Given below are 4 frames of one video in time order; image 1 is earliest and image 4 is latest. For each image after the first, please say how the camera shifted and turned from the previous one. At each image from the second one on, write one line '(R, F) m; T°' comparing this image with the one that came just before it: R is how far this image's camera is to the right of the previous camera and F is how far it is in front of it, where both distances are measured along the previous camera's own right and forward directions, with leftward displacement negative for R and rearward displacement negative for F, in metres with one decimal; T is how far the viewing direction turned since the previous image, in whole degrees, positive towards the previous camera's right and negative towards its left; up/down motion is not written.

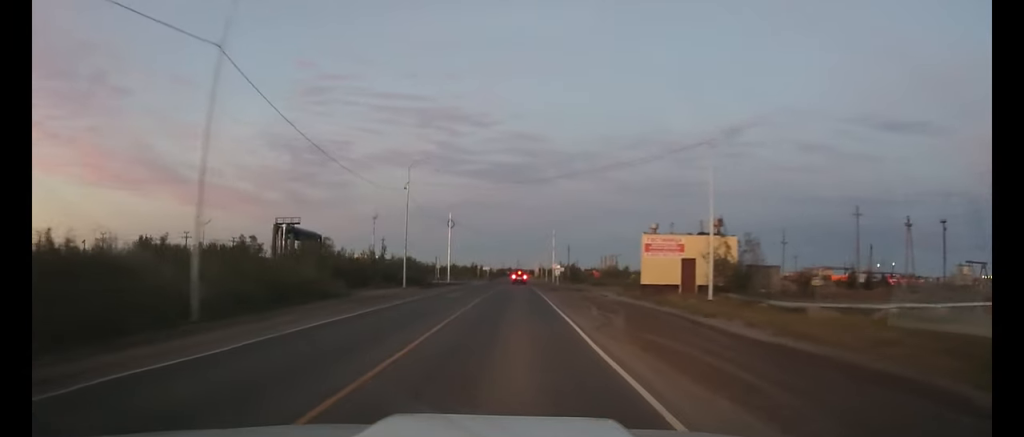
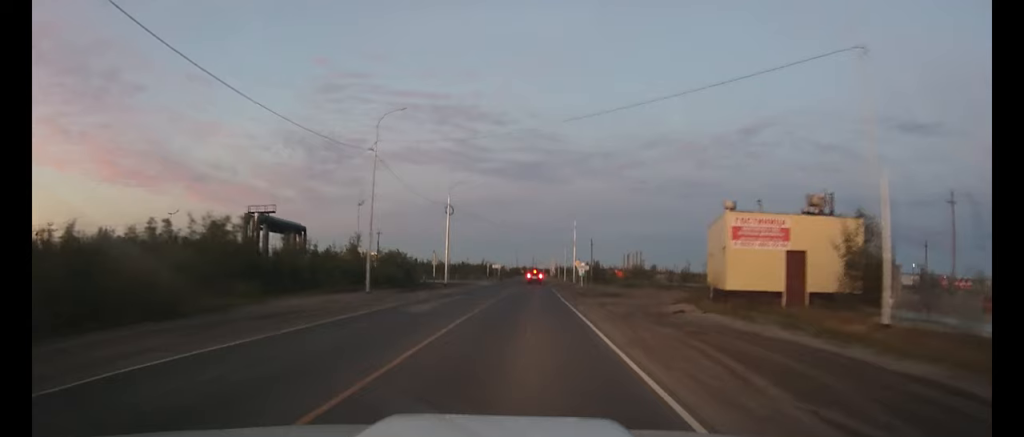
(-0.2, +15.7) m; -1°
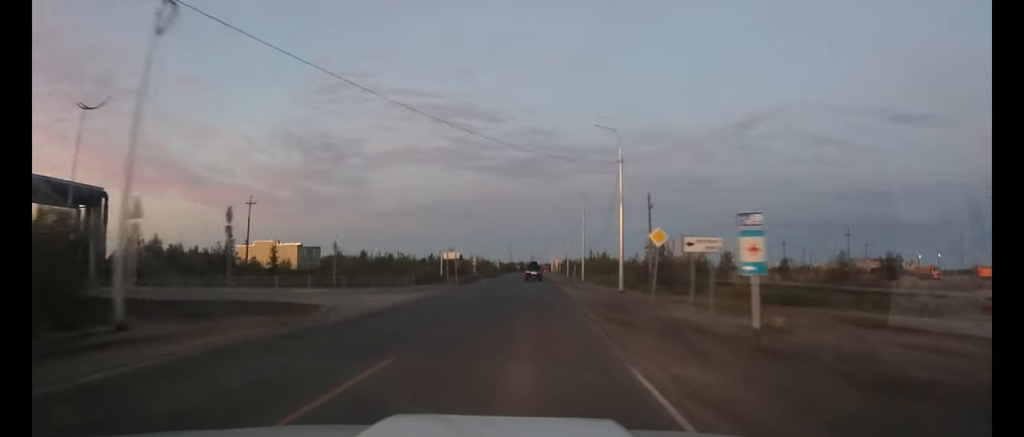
(+0.2, +52.8) m; 0°
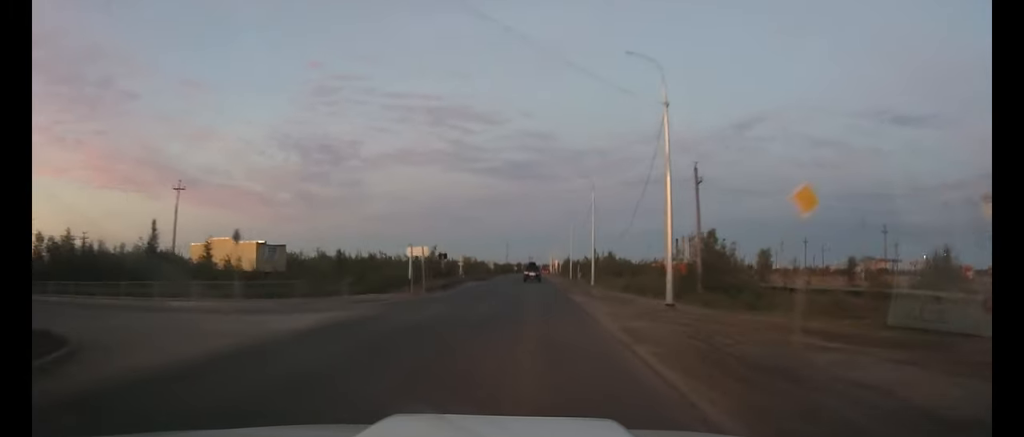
(0.0, +14.5) m; 0°
